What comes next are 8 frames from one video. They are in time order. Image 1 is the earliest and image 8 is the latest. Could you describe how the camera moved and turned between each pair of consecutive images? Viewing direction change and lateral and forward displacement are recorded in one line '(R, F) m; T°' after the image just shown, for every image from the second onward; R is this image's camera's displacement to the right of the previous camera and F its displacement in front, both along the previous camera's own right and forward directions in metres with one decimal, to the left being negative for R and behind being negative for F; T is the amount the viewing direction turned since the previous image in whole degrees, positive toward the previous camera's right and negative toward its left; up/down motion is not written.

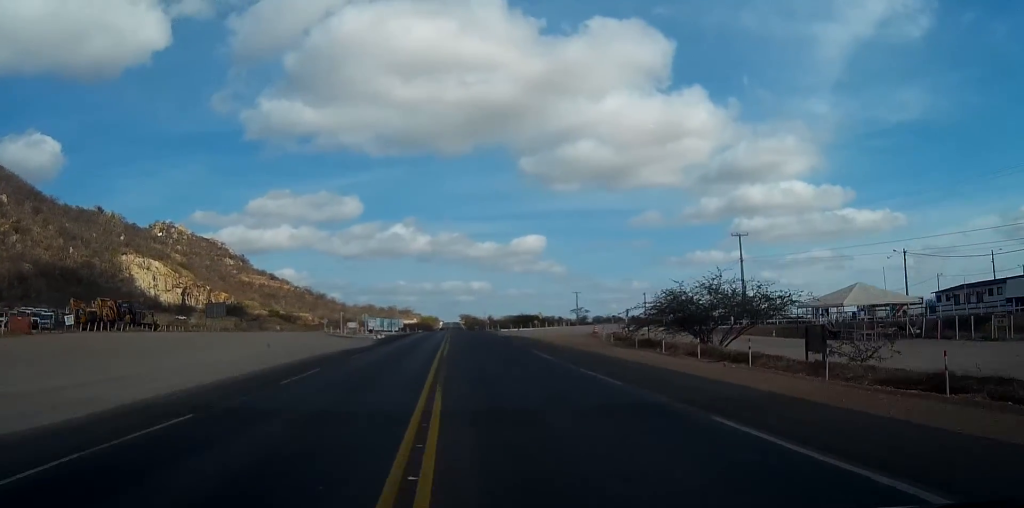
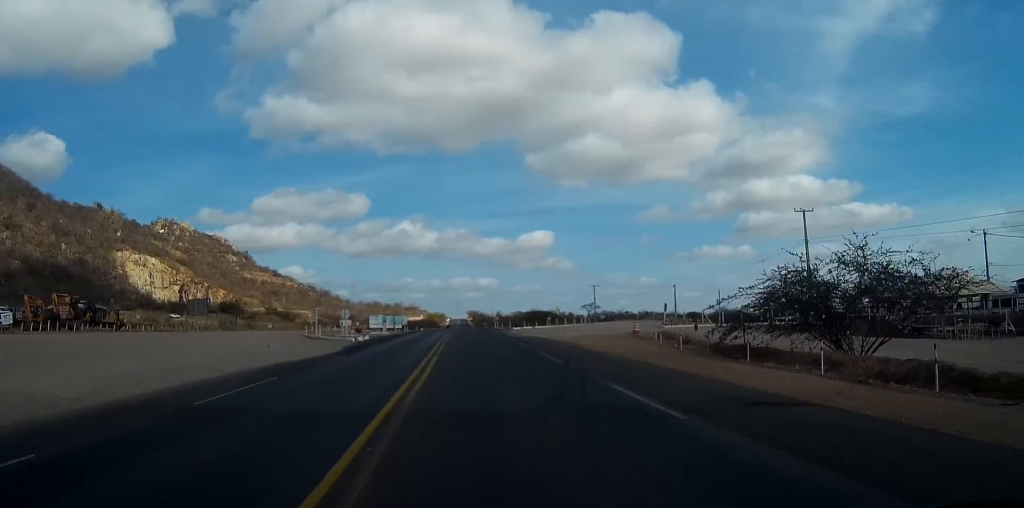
(+0.1, +14.6) m; 0°
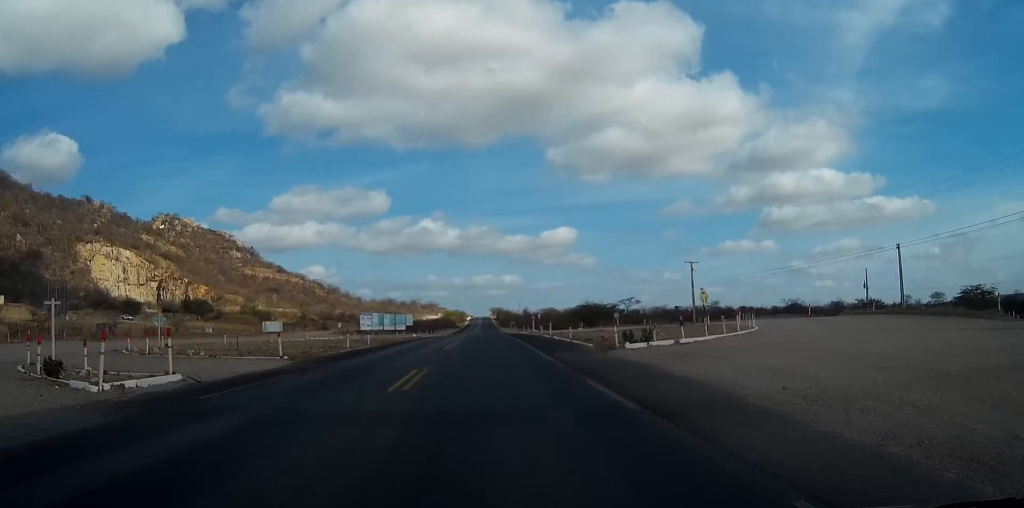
(-1.1, +57.3) m; -2°
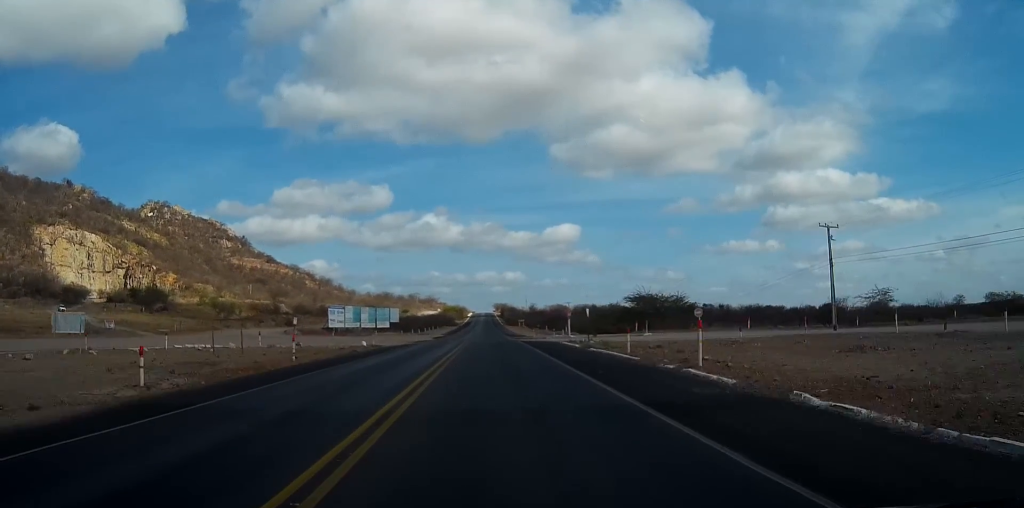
(-0.4, +38.9) m; -1°
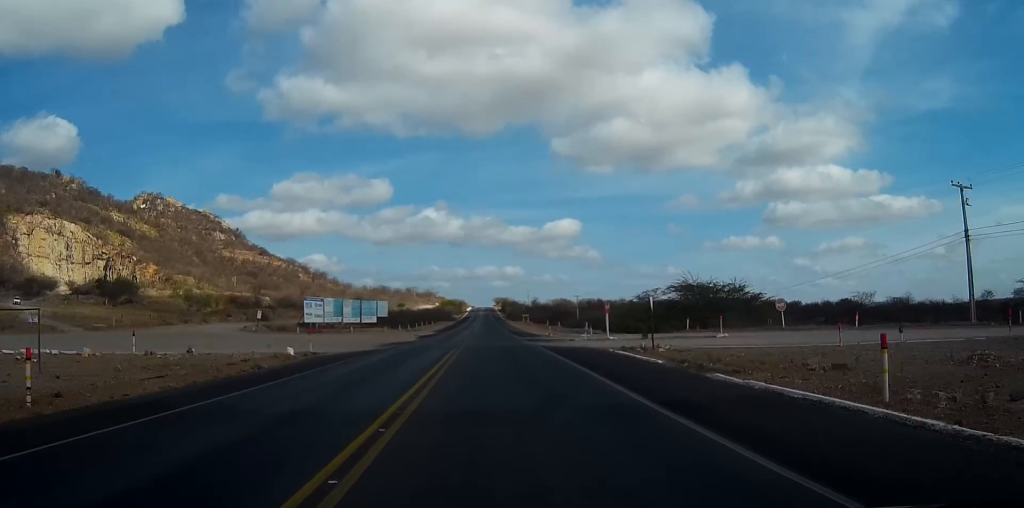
(0.0, +19.1) m; 0°
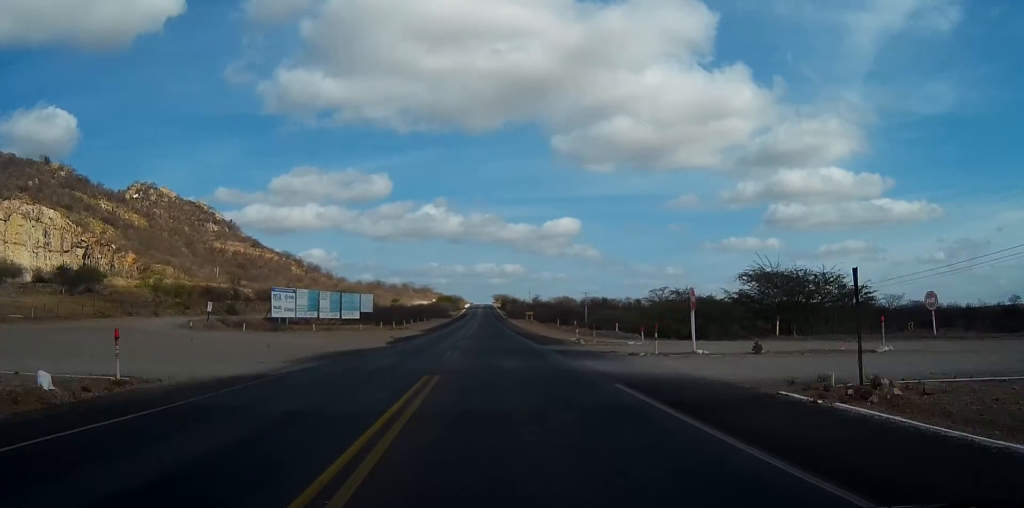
(-0.1, +18.2) m; 0°
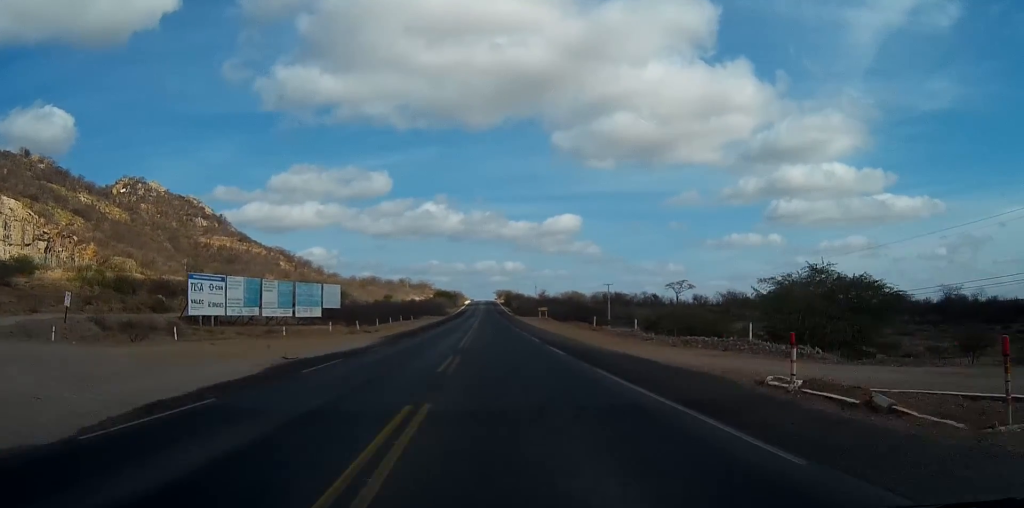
(-0.1, +30.4) m; 0°
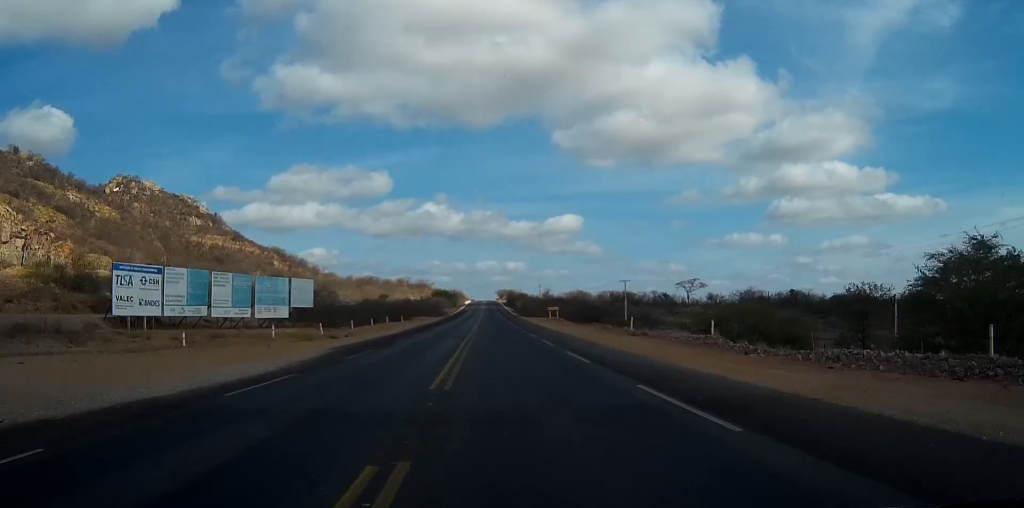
(-0.1, +16.2) m; 0°
